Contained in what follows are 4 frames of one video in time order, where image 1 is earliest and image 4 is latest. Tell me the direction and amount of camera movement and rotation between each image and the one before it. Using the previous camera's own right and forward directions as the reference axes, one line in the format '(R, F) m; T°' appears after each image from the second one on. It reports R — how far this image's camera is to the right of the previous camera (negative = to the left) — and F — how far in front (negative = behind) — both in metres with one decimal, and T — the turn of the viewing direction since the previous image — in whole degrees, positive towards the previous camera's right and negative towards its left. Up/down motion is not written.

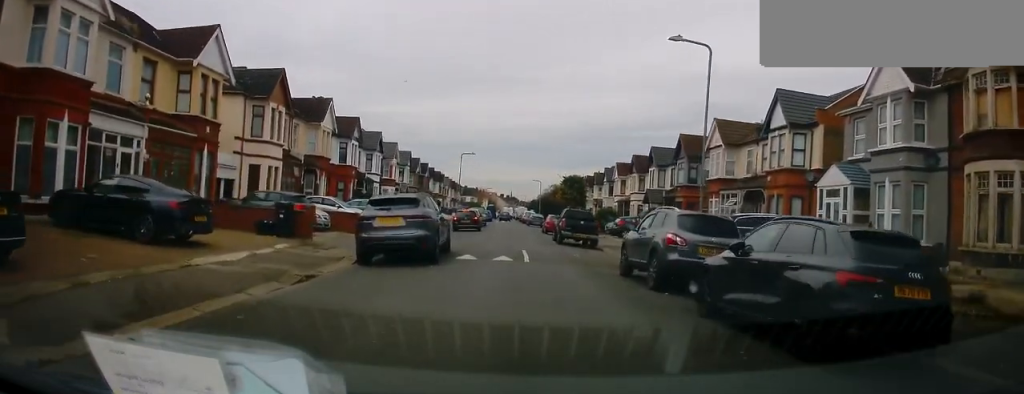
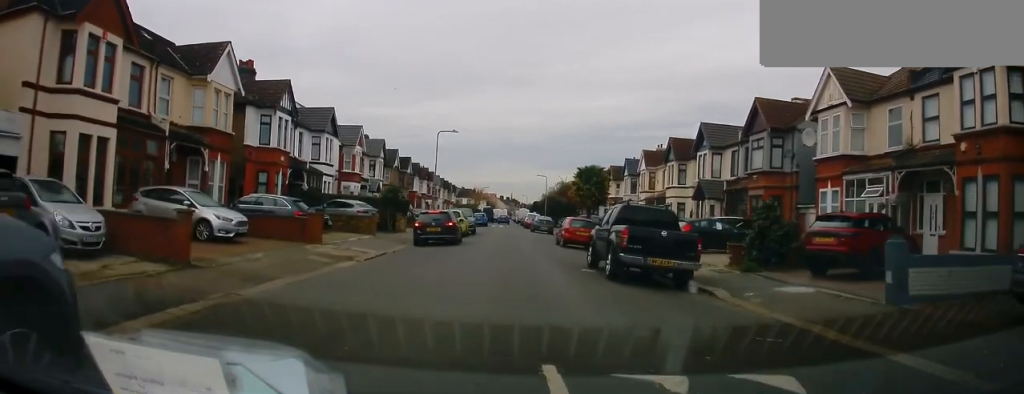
(+3.6, +15.7) m; -2°
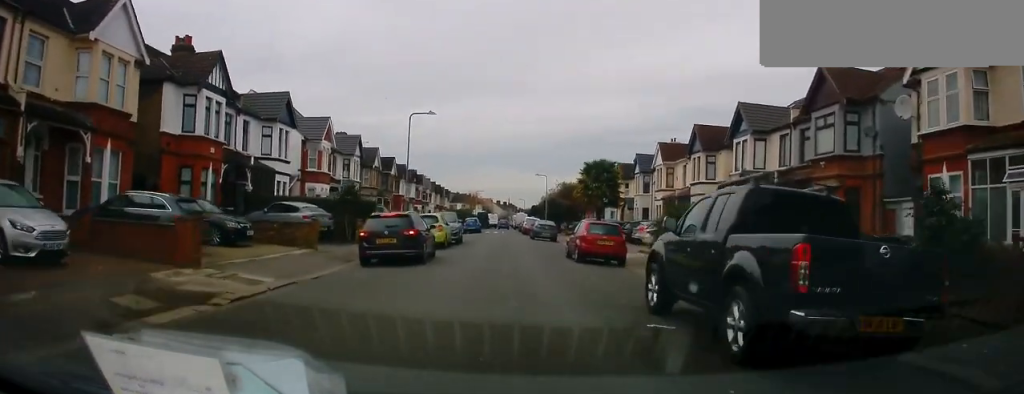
(-0.3, +8.2) m; -2°
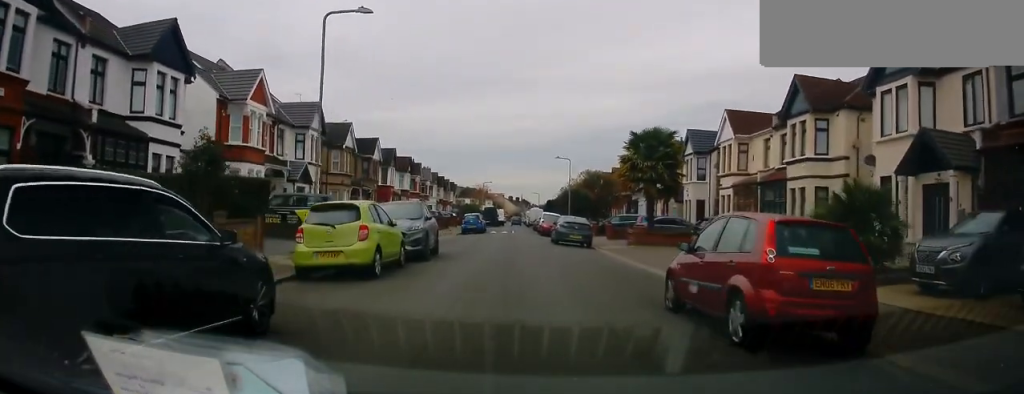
(+0.1, +13.8) m; +1°
